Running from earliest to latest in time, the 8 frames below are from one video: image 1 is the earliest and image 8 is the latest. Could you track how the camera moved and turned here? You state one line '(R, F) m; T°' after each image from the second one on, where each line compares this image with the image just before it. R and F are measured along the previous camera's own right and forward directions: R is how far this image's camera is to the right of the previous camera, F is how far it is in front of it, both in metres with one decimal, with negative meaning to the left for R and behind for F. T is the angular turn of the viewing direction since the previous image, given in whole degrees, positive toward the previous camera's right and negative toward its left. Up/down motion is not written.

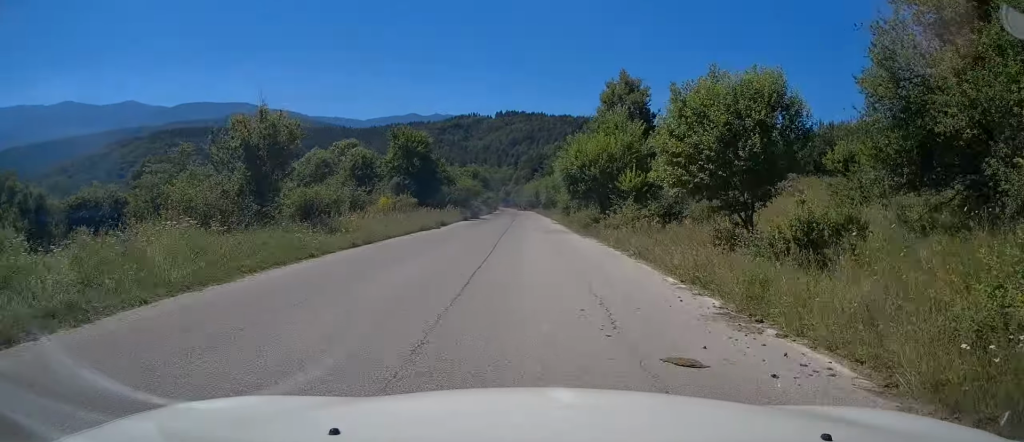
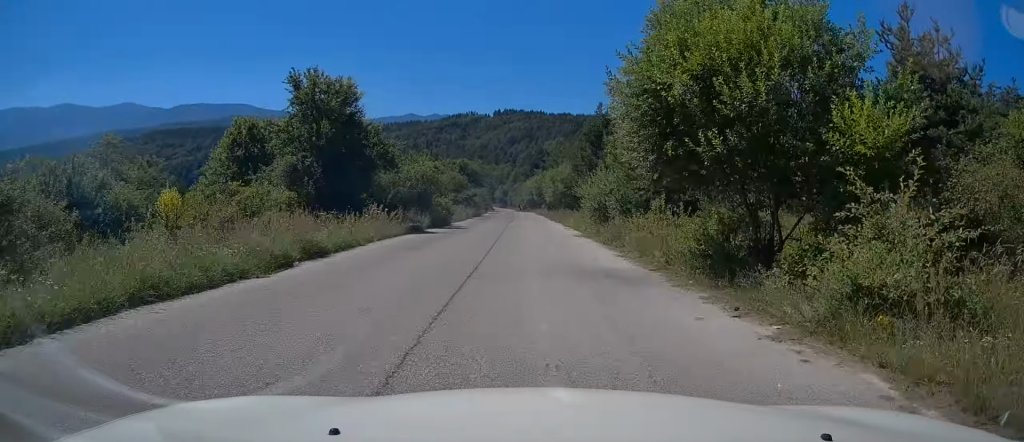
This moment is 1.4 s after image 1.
(0.0, +18.8) m; -1°
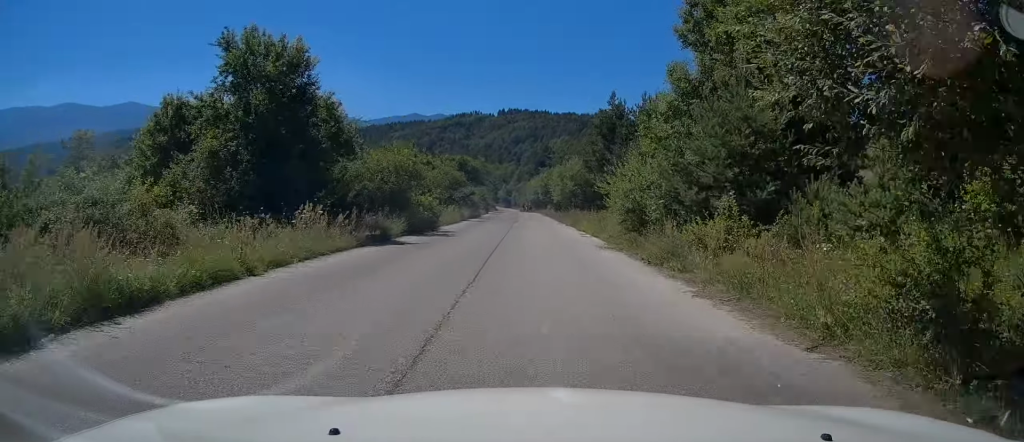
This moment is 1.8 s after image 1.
(0.0, +6.4) m; 0°
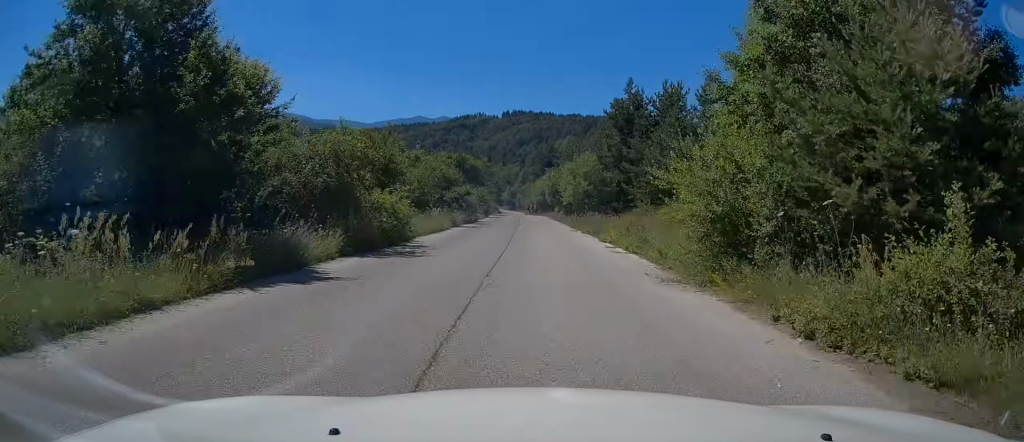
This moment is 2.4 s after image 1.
(0.0, +7.3) m; 0°
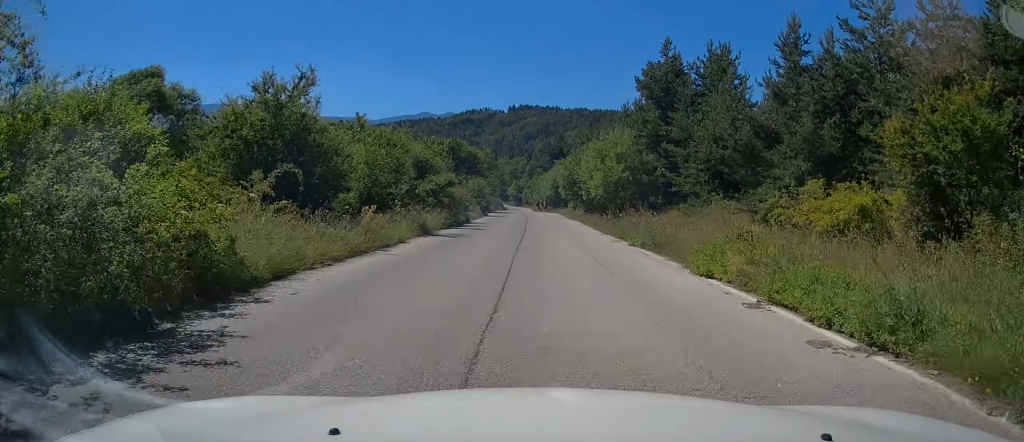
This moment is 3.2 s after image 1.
(+0.1, +11.9) m; 0°
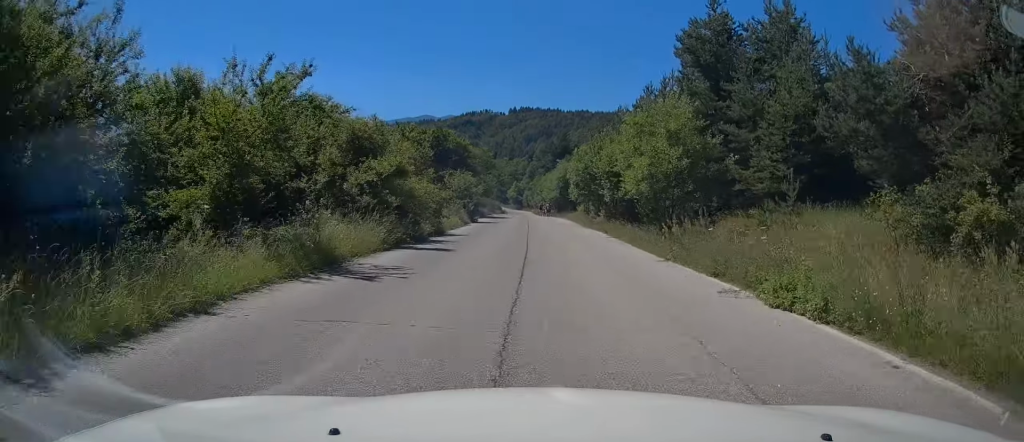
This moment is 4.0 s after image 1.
(0.0, +10.4) m; 0°
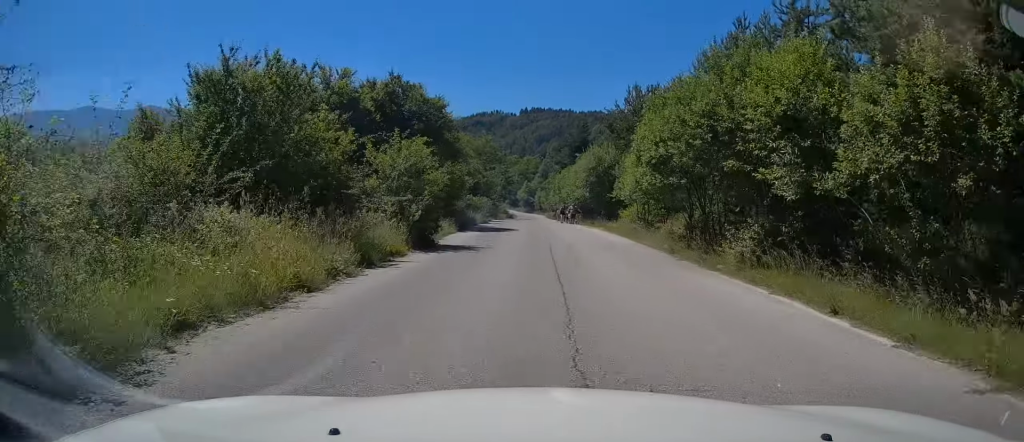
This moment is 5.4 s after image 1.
(-0.3, +19.1) m; -1°
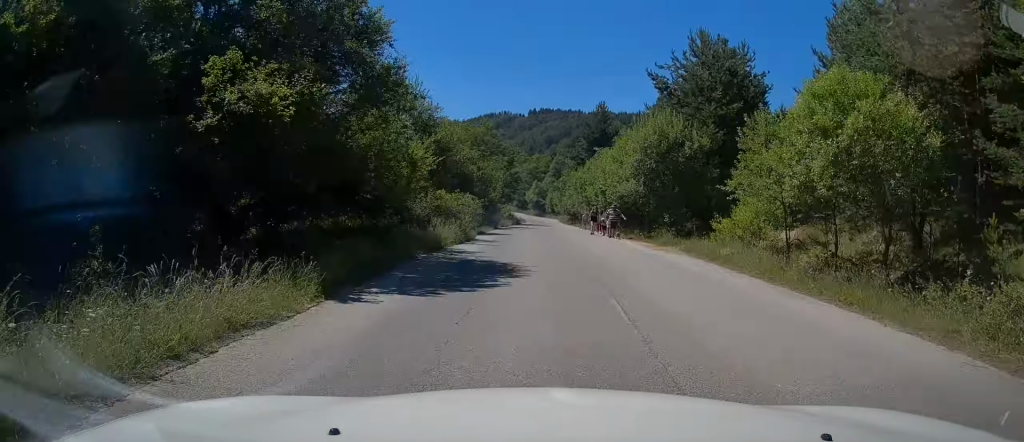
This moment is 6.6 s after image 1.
(+0.1, +16.6) m; 0°
